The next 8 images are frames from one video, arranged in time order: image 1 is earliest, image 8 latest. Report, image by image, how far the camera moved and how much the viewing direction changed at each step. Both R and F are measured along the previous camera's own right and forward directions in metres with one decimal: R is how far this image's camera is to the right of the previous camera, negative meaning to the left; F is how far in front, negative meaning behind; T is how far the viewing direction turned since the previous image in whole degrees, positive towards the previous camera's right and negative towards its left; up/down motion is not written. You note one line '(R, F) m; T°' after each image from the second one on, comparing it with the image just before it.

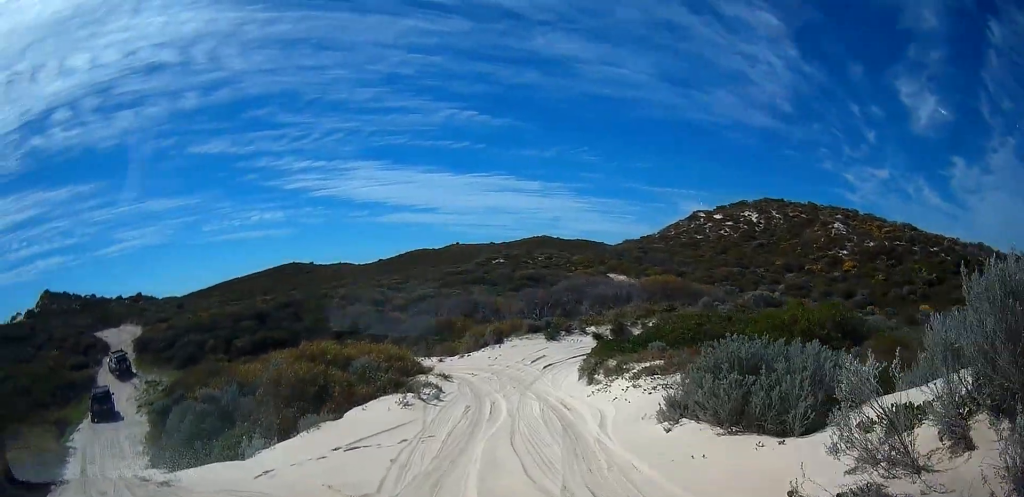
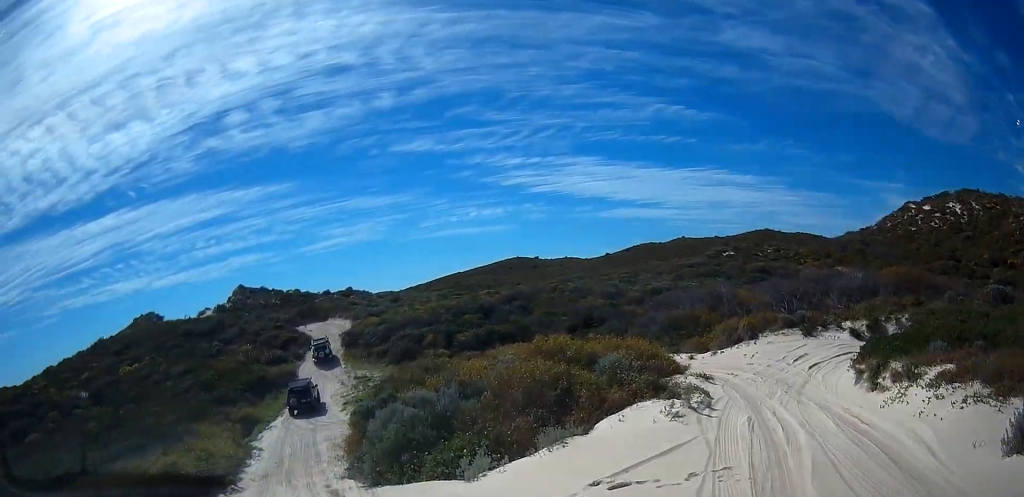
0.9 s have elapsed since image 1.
(-0.7, +2.8) m; -25°
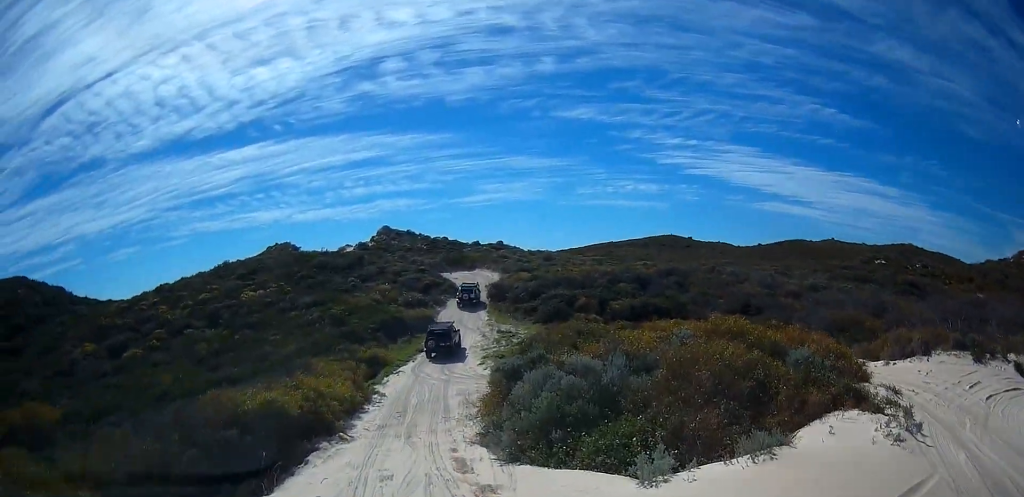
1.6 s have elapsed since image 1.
(-0.6, +2.7) m; -11°
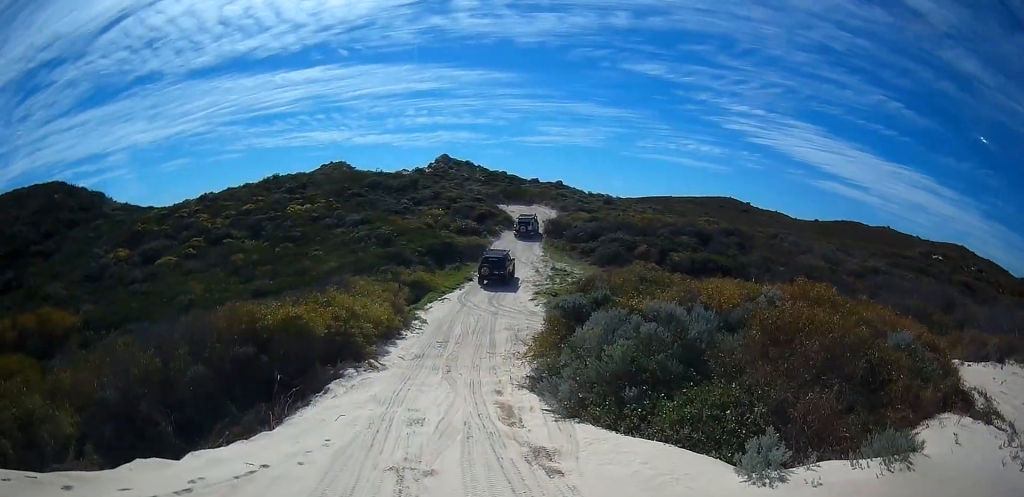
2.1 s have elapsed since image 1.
(-0.5, +2.0) m; -1°
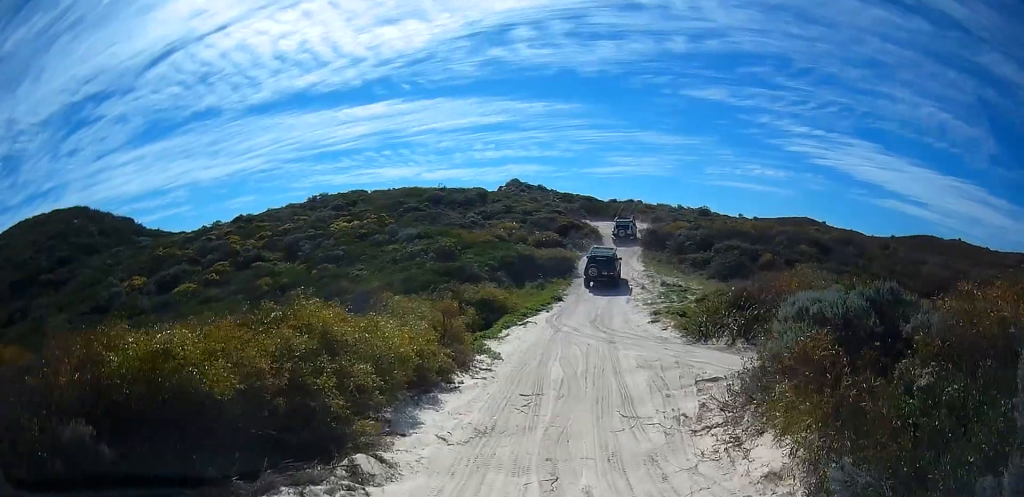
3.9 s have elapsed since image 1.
(+0.6, +8.6) m; -3°
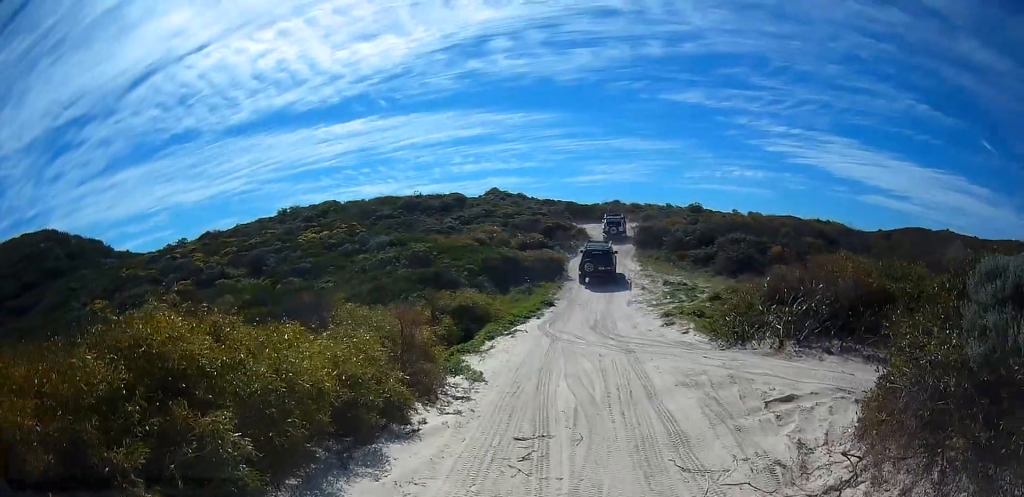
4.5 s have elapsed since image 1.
(-0.2, +3.2) m; -2°
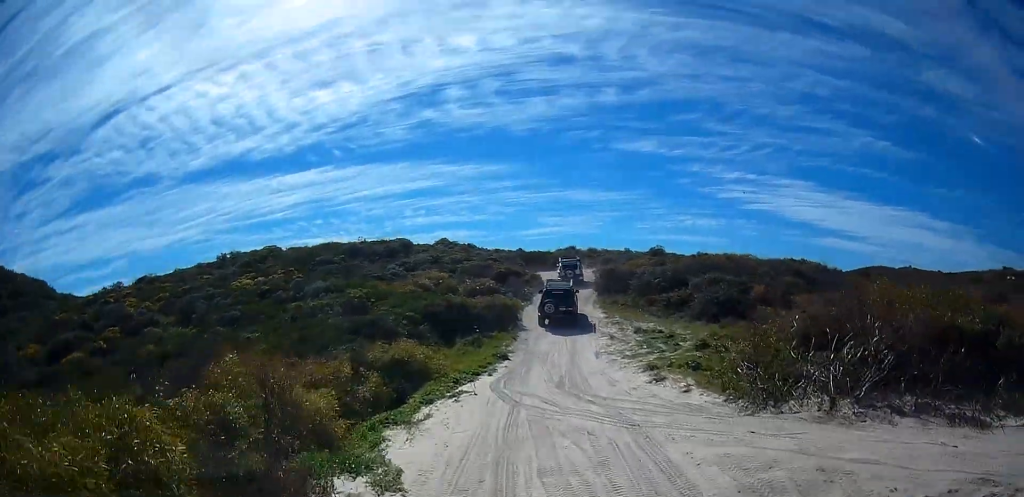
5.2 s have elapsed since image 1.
(-0.4, +3.9) m; +4°
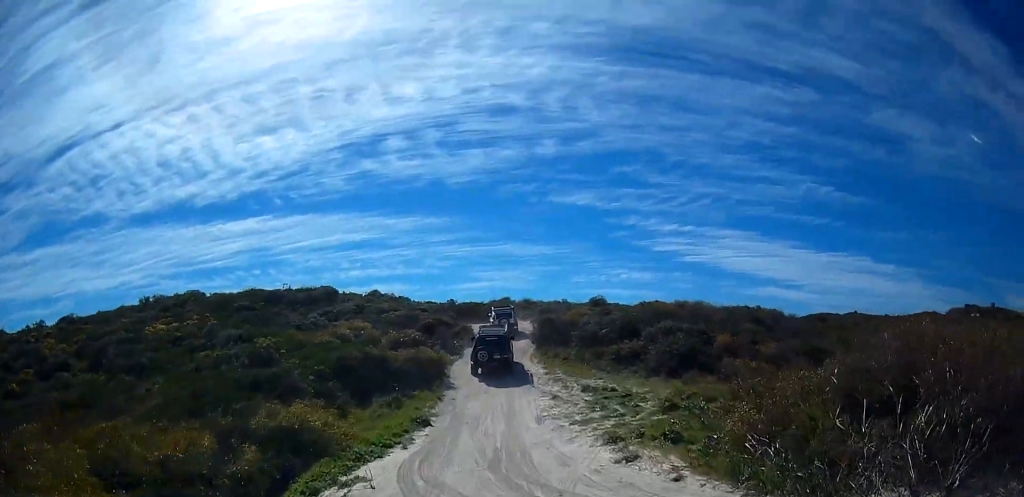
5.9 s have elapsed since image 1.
(+0.6, +3.7) m; +11°
